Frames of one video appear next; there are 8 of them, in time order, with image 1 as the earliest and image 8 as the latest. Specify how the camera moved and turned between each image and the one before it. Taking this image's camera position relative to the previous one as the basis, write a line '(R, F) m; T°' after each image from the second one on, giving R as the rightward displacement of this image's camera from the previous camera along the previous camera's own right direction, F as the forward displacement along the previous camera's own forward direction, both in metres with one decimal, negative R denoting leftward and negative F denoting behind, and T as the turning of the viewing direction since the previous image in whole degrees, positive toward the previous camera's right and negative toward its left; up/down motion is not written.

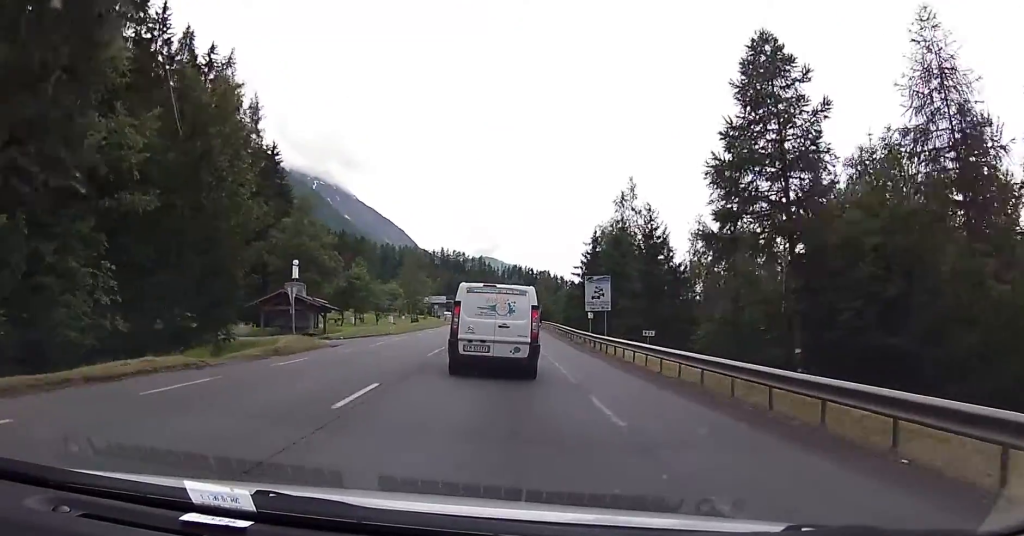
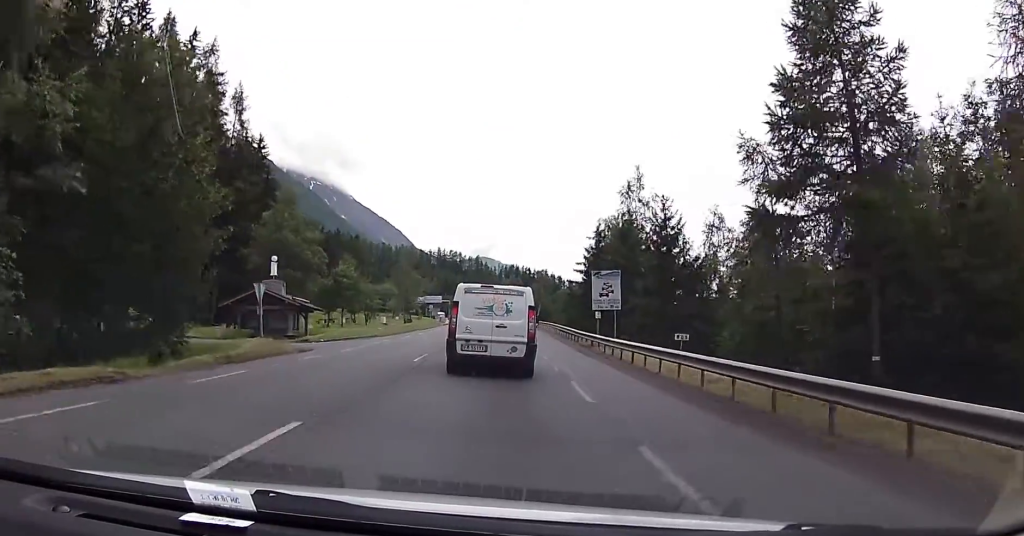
(-0.1, +4.1) m; -1°
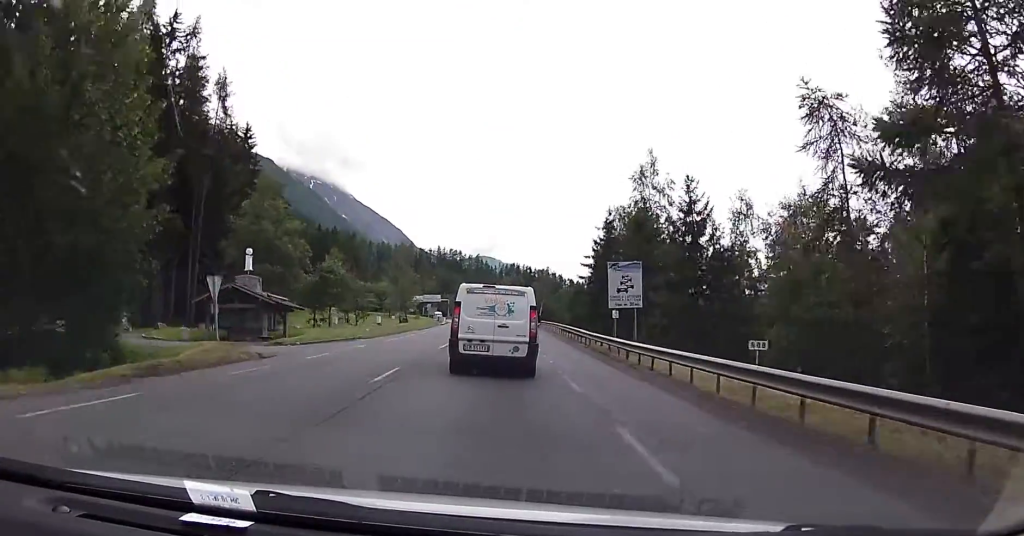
(-0.1, +4.7) m; -1°
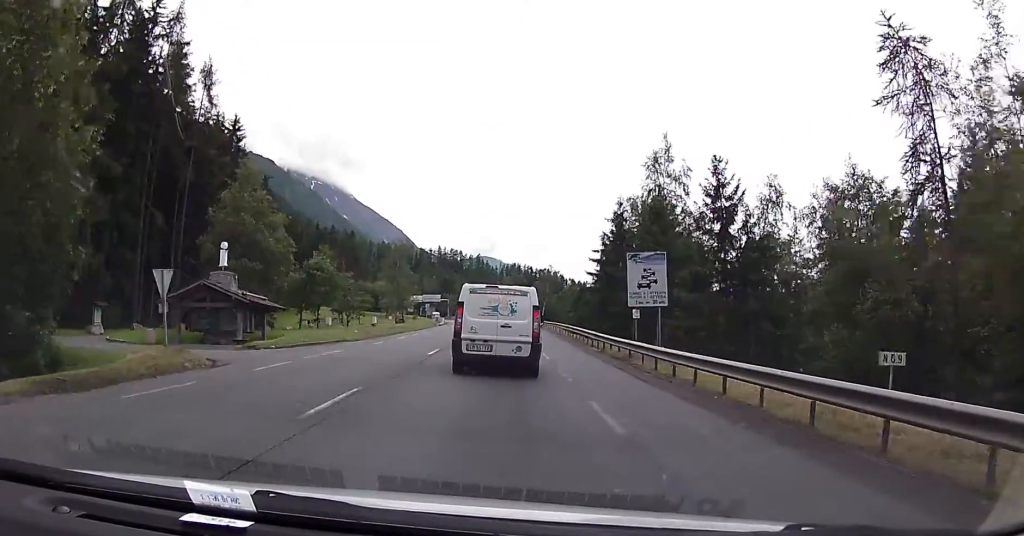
(0.0, +4.0) m; 0°
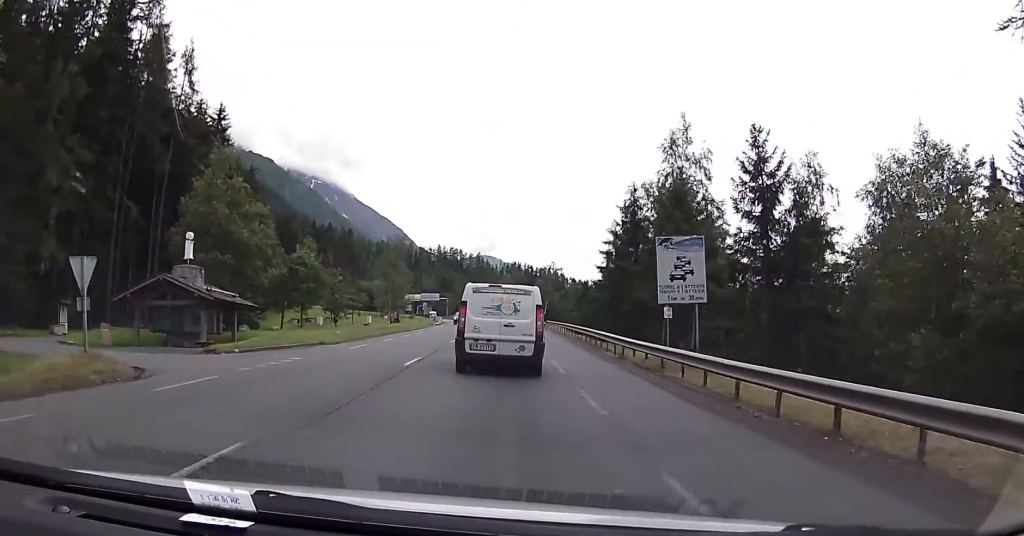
(0.0, +4.4) m; 0°
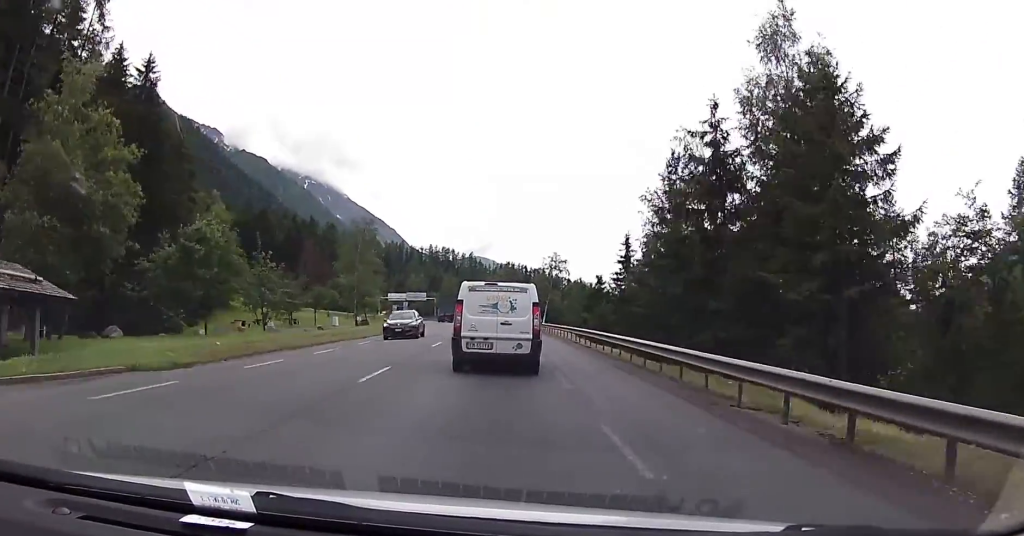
(+0.2, +16.0) m; +2°
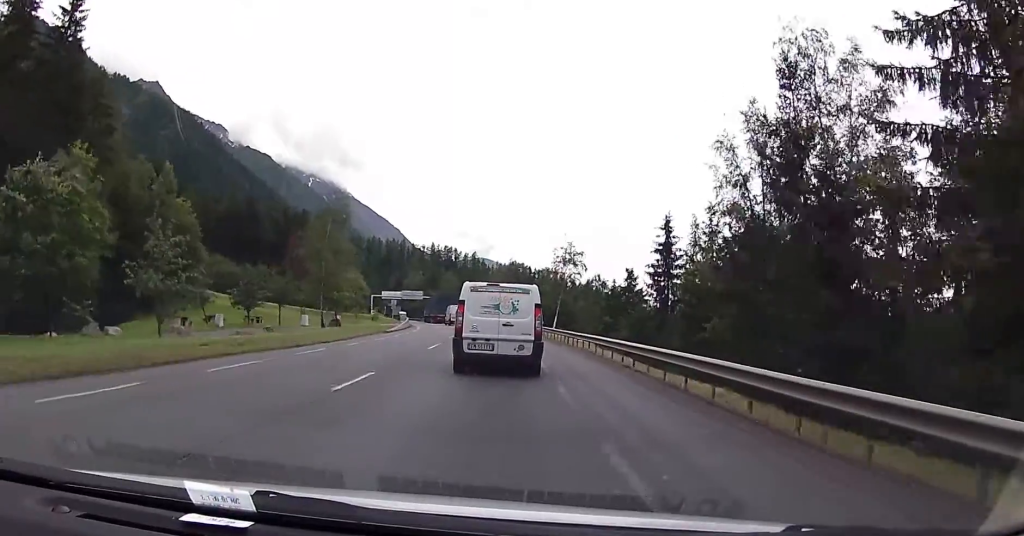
(+0.4, +14.4) m; -1°
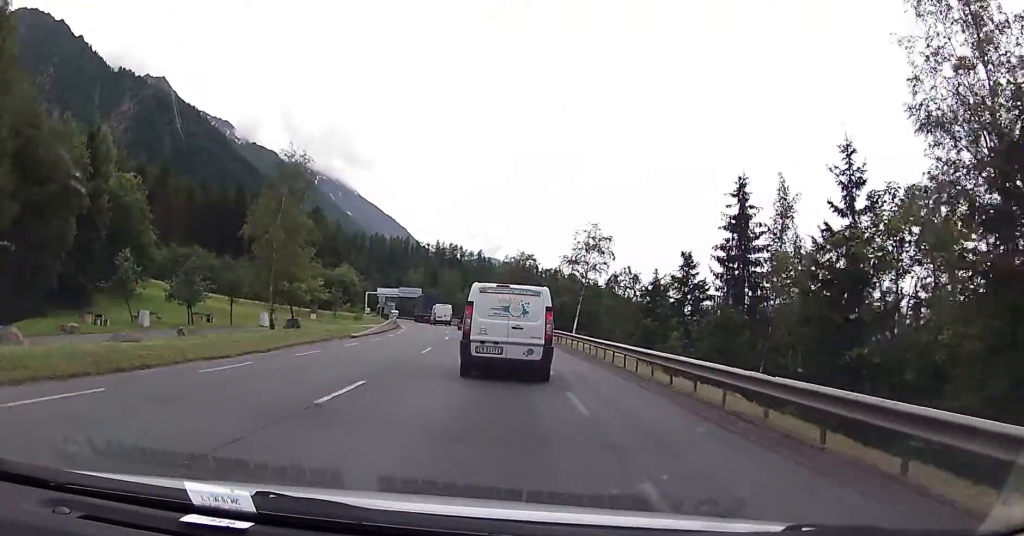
(-0.6, +14.4) m; -2°
